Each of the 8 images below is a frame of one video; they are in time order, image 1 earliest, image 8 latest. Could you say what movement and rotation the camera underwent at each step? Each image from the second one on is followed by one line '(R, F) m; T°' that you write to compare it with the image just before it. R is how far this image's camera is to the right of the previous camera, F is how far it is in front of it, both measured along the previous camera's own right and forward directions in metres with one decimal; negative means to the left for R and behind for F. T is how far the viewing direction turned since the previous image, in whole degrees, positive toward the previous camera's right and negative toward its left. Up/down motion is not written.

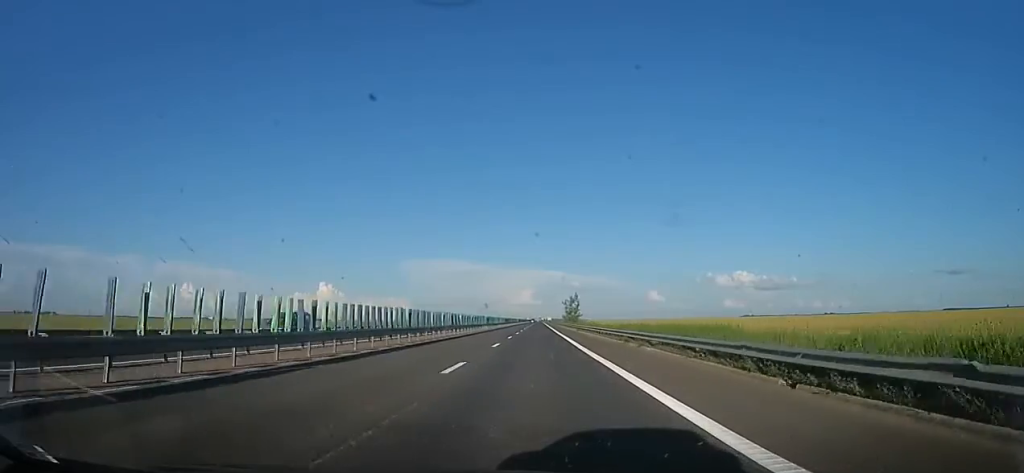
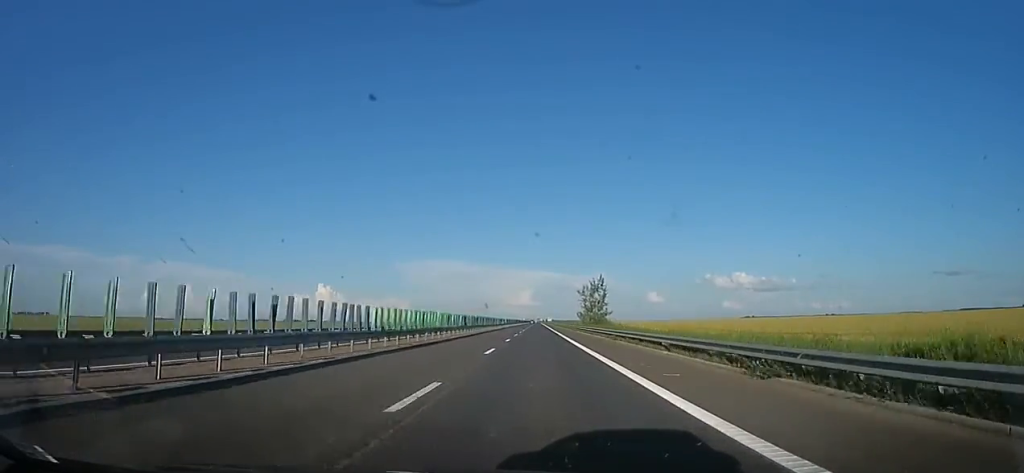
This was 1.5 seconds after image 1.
(-1.6, +52.3) m; -2°
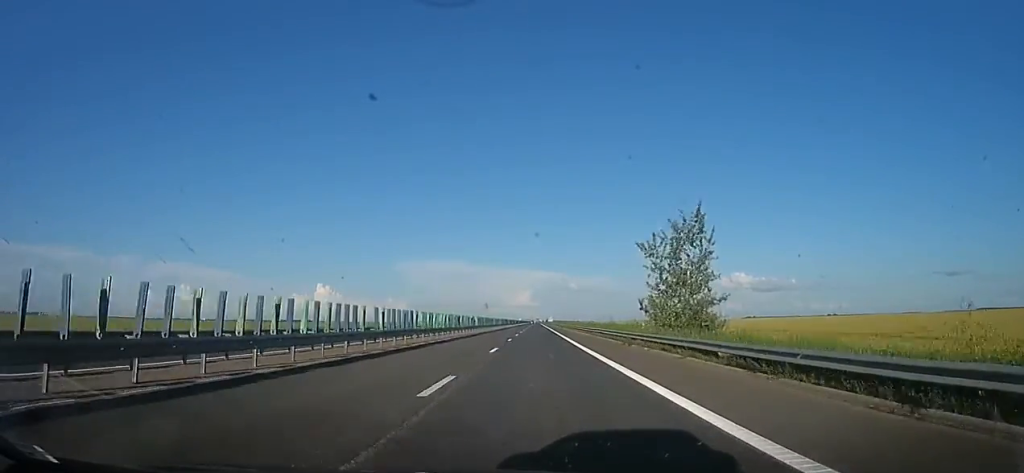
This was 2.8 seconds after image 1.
(+1.2, +46.4) m; +2°
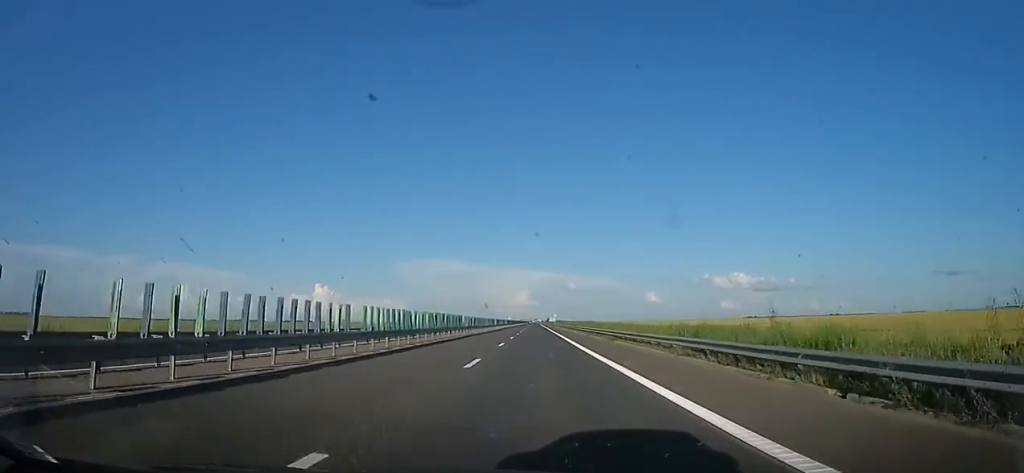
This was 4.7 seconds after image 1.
(-2.7, +67.2) m; -2°
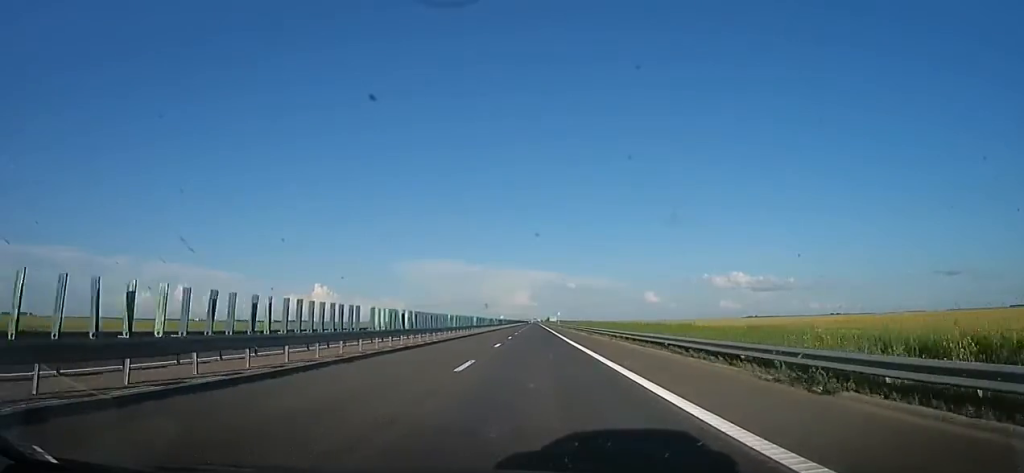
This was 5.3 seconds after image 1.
(+0.8, +25.0) m; +2°
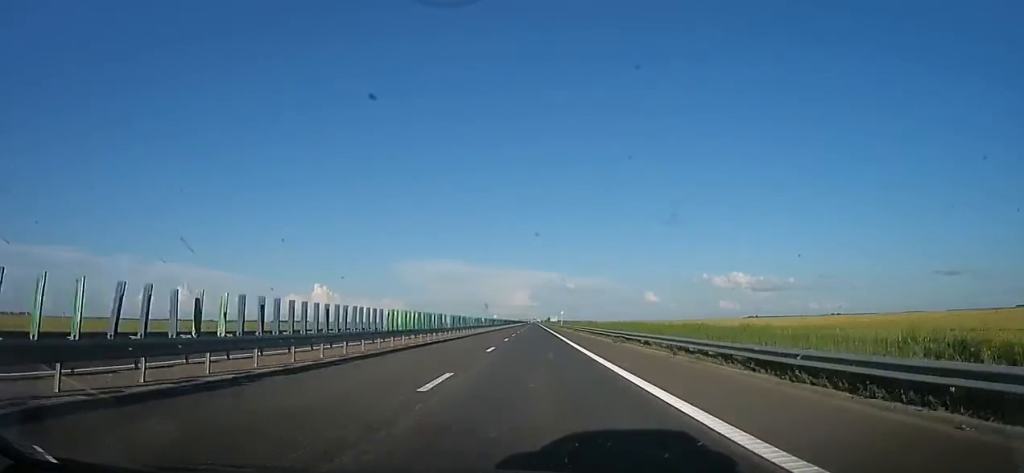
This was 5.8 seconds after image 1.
(+0.2, +15.5) m; +1°
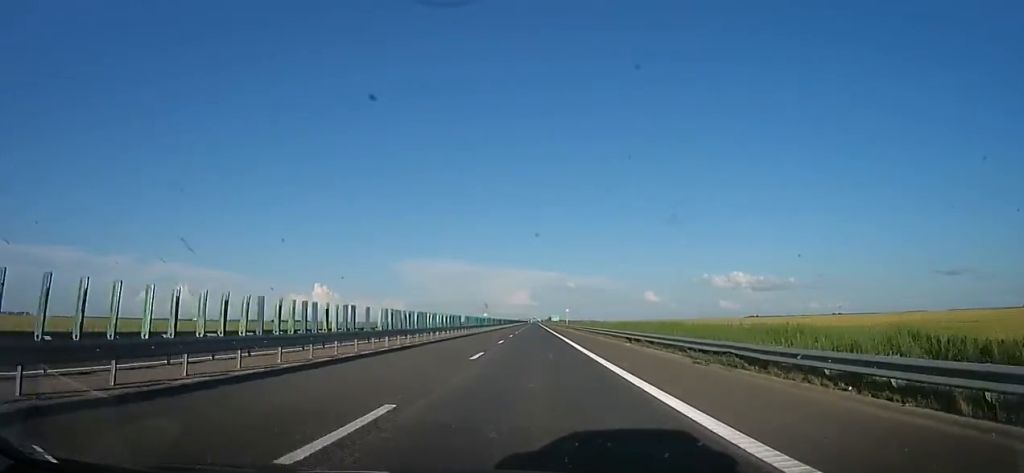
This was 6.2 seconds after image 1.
(0.0, +16.7) m; 0°
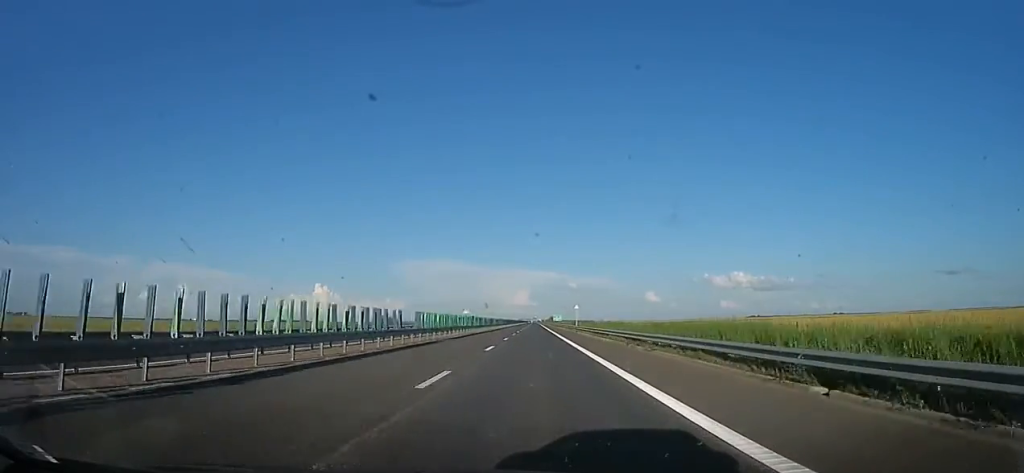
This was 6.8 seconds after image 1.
(0.0, +19.1) m; 0°
